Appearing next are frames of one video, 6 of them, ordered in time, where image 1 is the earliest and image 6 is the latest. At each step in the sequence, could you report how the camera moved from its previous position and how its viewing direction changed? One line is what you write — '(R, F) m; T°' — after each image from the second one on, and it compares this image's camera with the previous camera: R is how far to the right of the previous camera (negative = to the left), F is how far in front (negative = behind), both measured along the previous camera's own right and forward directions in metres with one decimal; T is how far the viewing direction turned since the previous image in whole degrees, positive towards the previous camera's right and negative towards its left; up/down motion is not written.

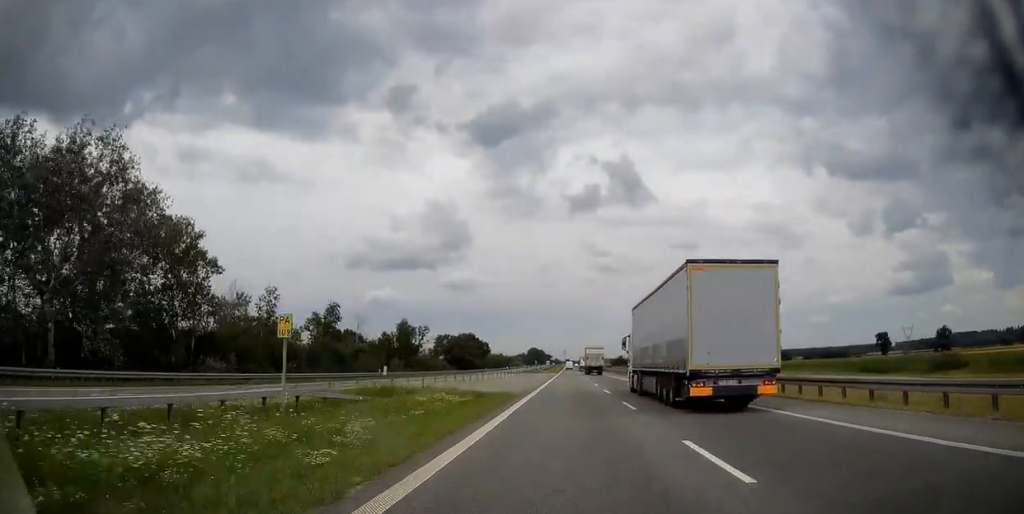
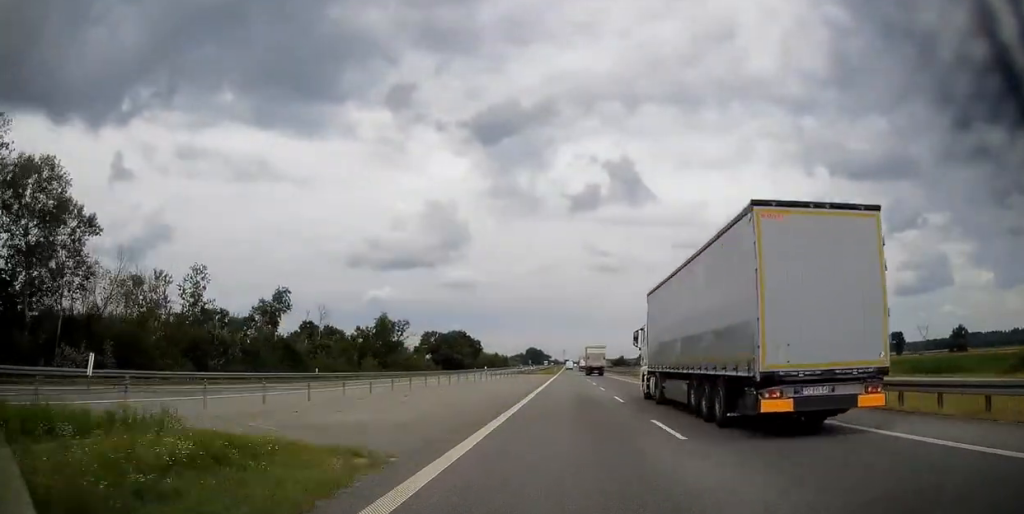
(0.0, +19.7) m; 0°
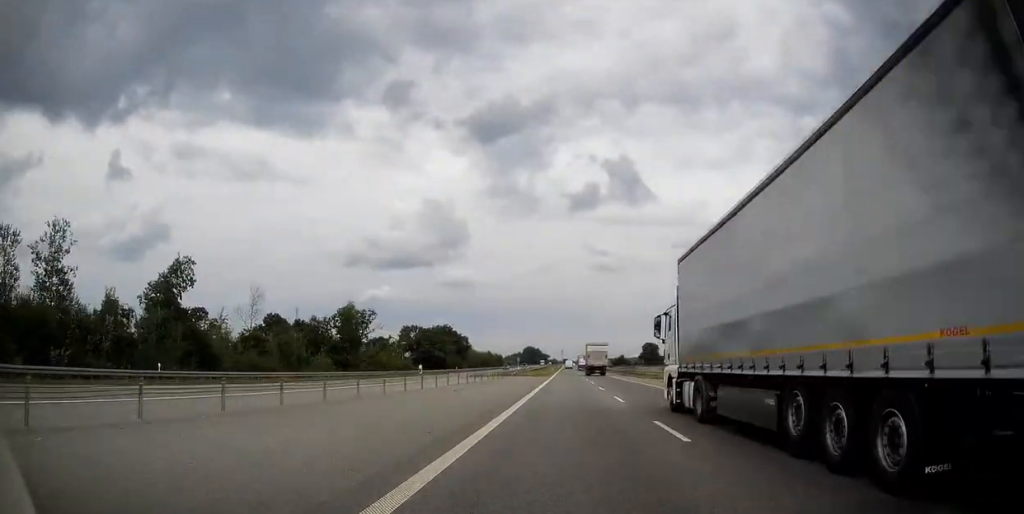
(0.0, +24.3) m; 0°
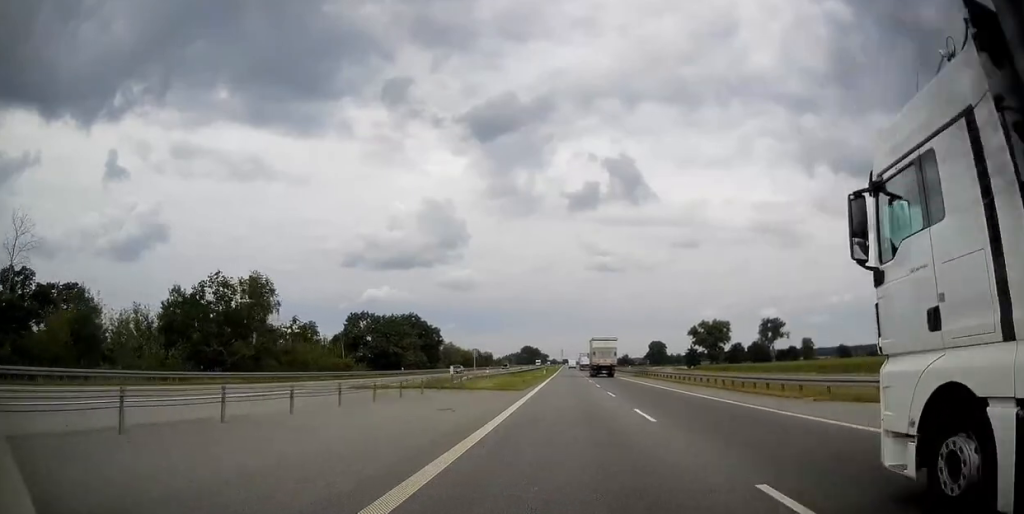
(-0.3, +43.9) m; 0°
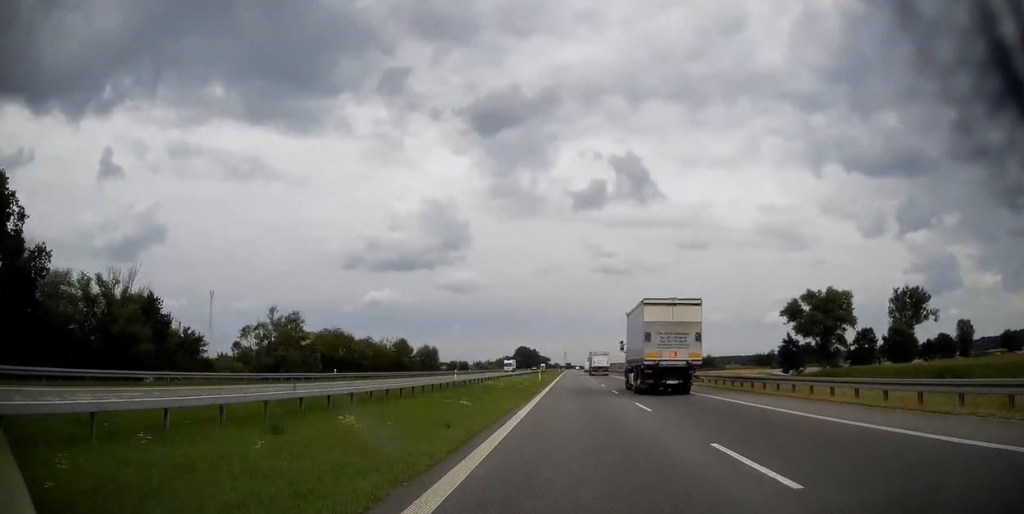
(+0.3, +128.3) m; 0°
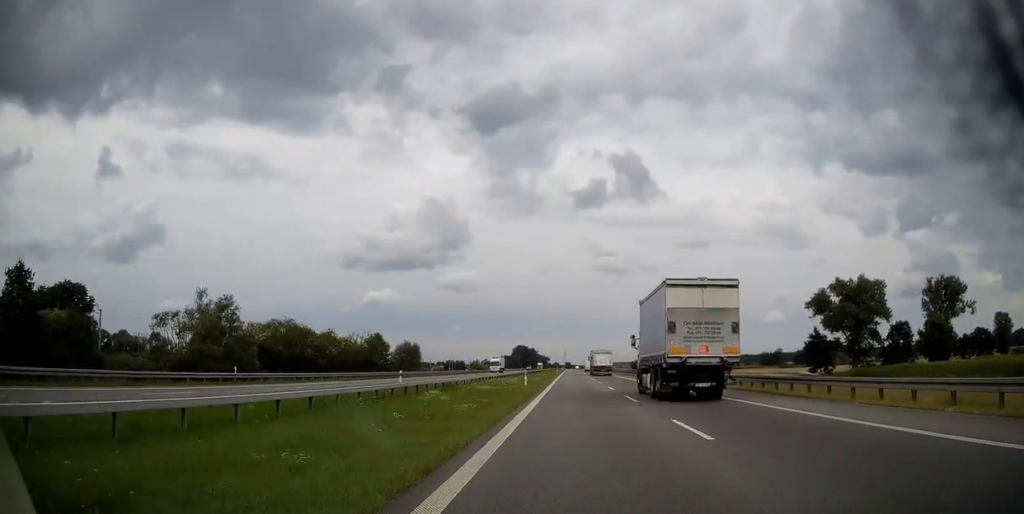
(0.0, +19.6) m; 0°
